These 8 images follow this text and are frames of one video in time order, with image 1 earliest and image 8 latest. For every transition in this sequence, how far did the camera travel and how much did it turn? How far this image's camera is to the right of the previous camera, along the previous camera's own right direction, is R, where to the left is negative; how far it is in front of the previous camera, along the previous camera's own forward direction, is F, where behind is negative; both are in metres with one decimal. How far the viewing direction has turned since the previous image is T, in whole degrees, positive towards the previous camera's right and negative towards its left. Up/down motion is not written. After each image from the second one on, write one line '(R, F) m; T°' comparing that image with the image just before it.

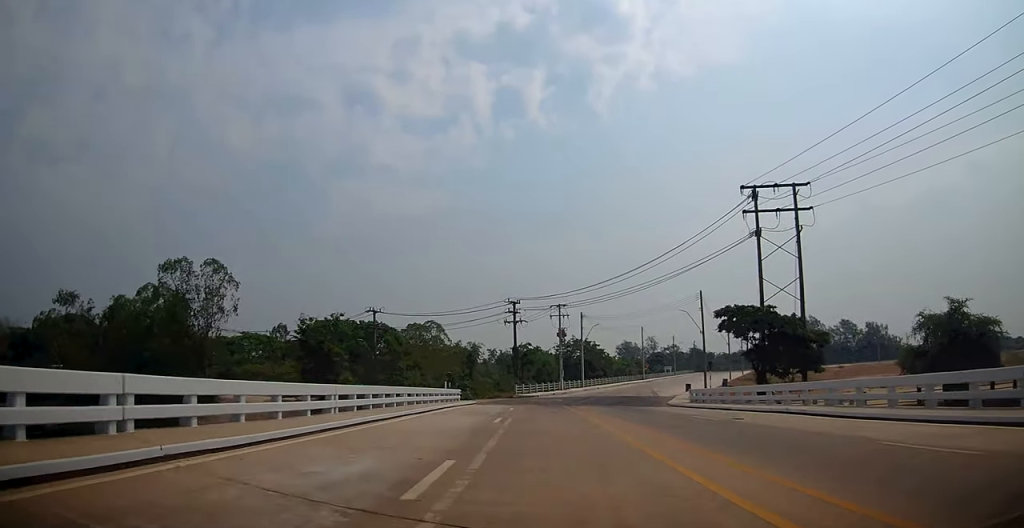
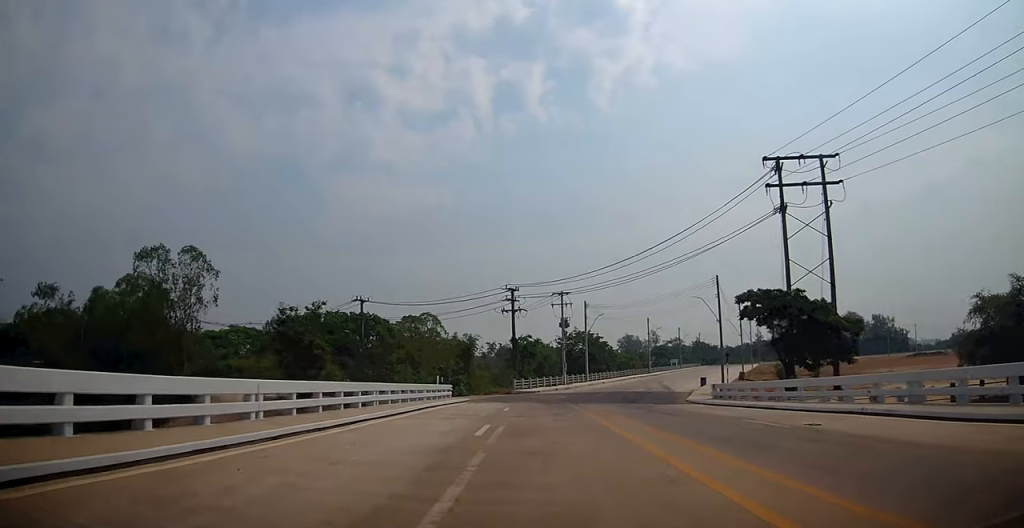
(+0.1, +5.4) m; -1°
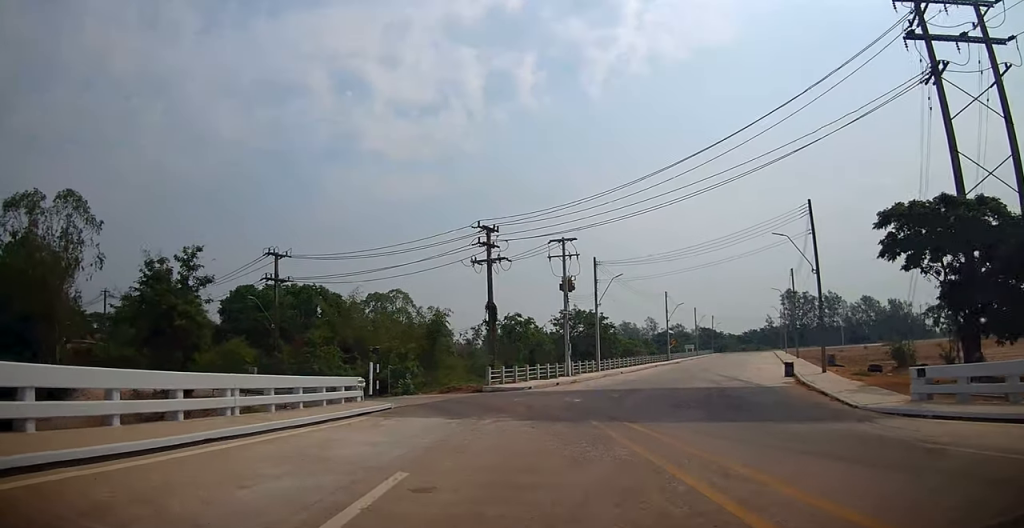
(-0.4, +20.8) m; +1°
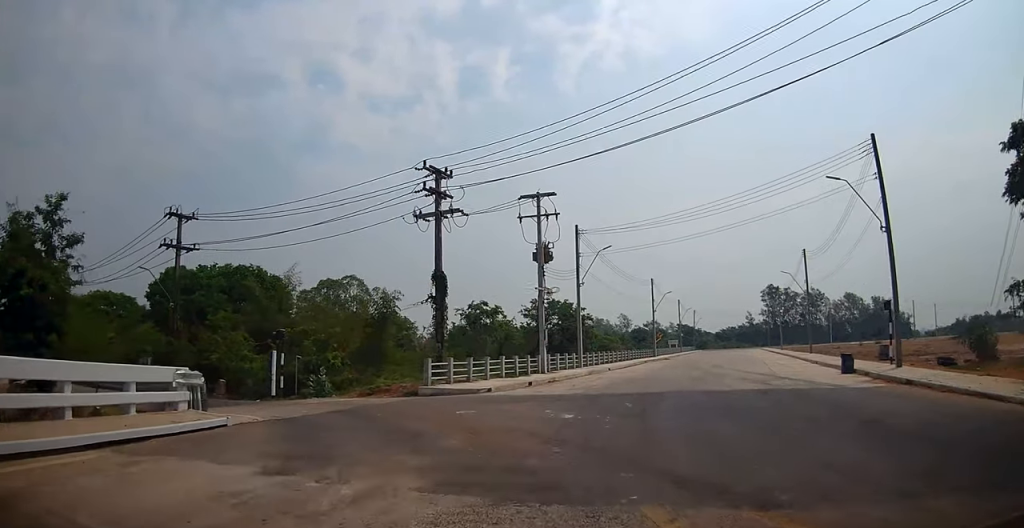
(+0.4, +10.2) m; +3°
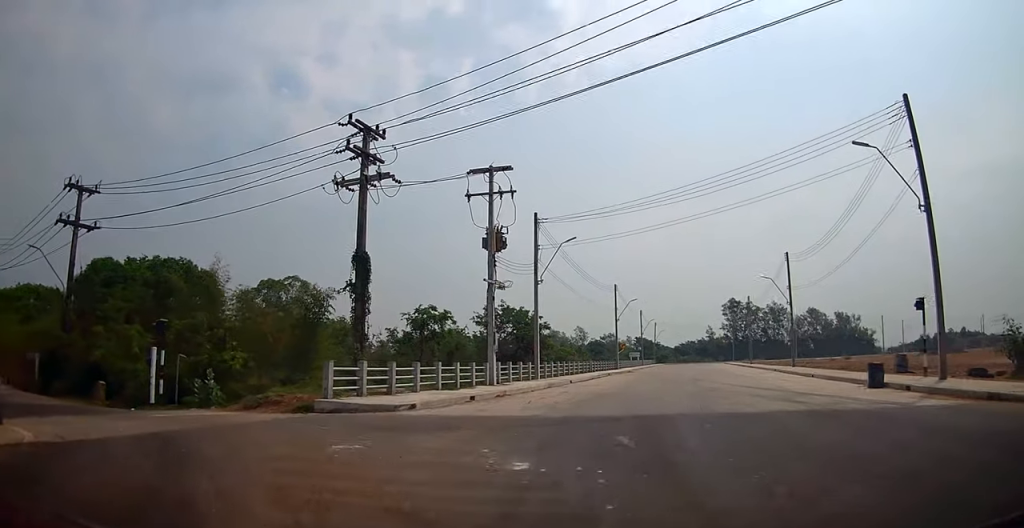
(0.0, +6.0) m; 0°
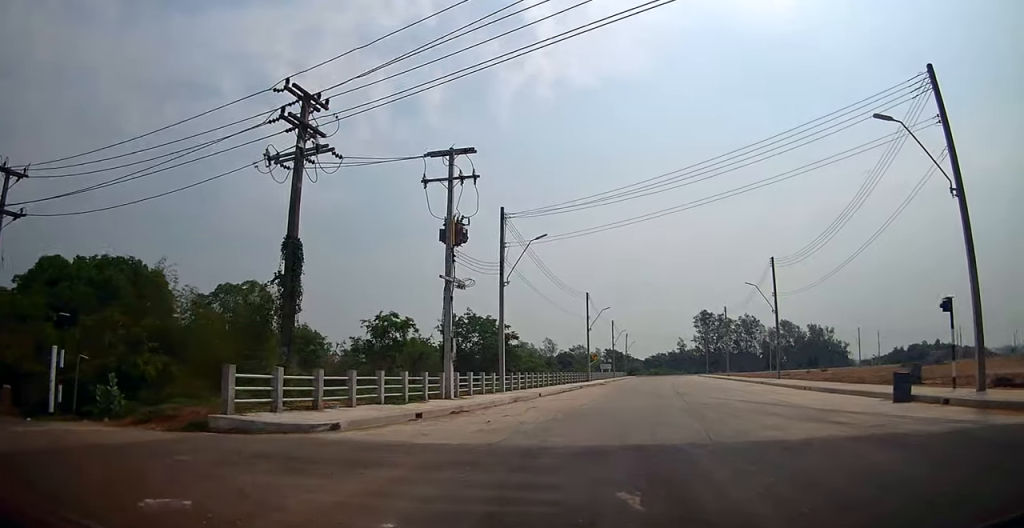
(0.0, +3.6) m; +3°
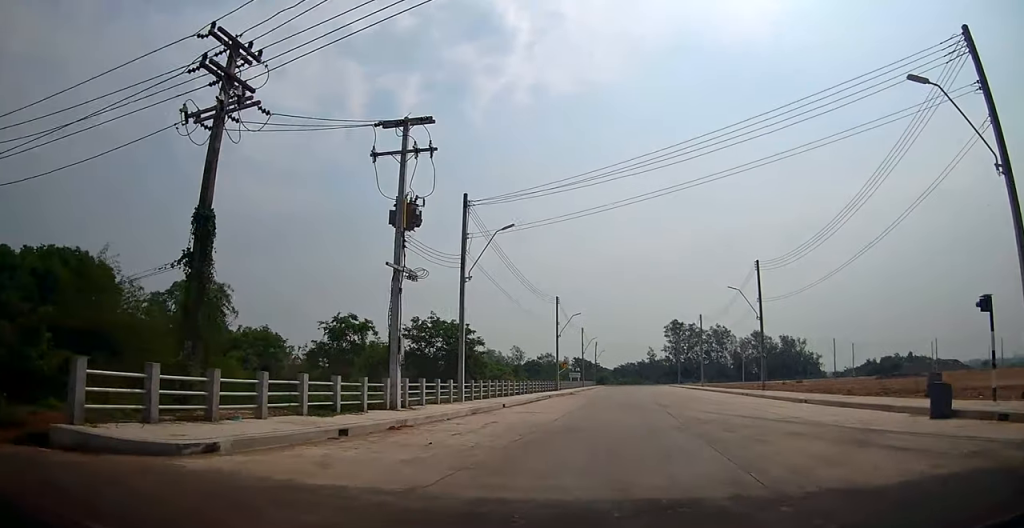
(-0.2, +3.5) m; +3°
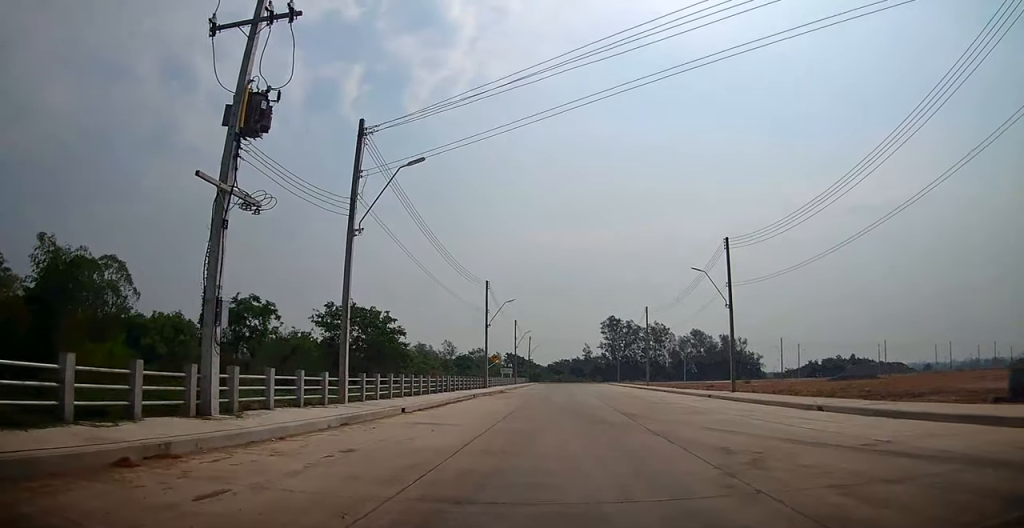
(+0.9, +7.8) m; +10°
